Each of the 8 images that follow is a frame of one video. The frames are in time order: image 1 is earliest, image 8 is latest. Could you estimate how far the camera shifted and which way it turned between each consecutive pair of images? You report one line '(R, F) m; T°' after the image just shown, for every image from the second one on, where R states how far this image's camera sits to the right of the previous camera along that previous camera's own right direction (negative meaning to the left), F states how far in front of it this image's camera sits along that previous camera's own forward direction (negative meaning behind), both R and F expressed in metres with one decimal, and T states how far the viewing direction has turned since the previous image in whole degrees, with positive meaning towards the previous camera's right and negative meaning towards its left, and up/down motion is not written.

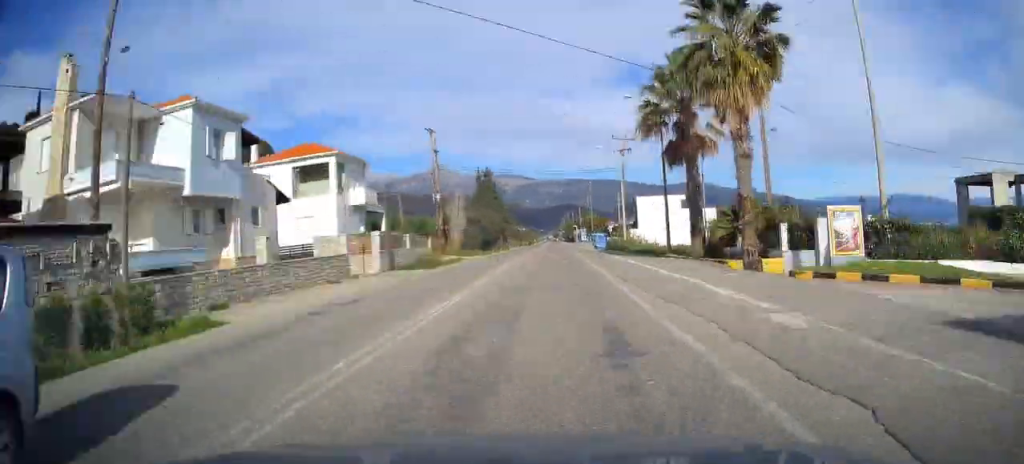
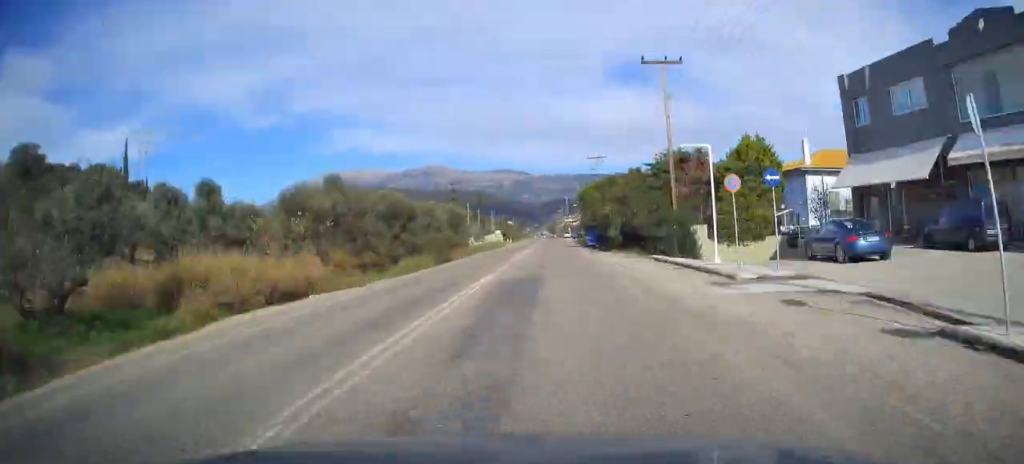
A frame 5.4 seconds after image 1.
(-0.1, +130.6) m; 0°
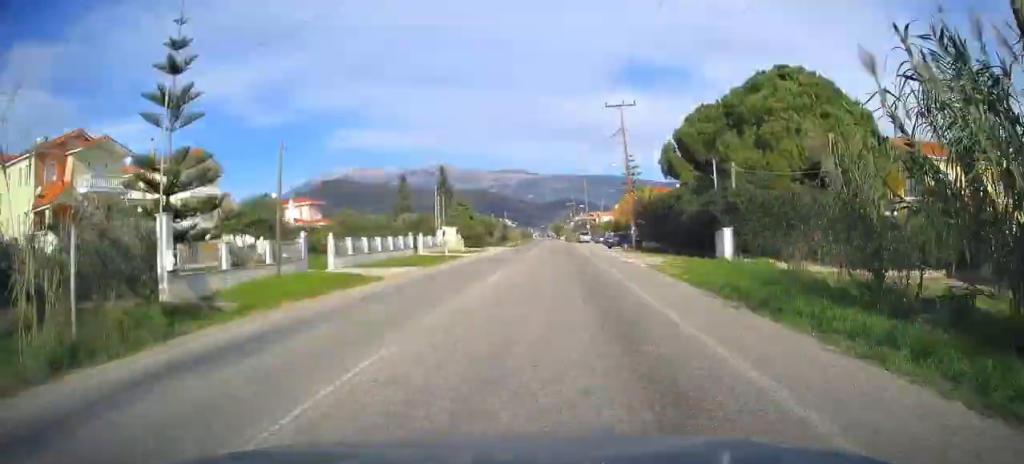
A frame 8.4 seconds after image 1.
(0.0, +72.5) m; 0°
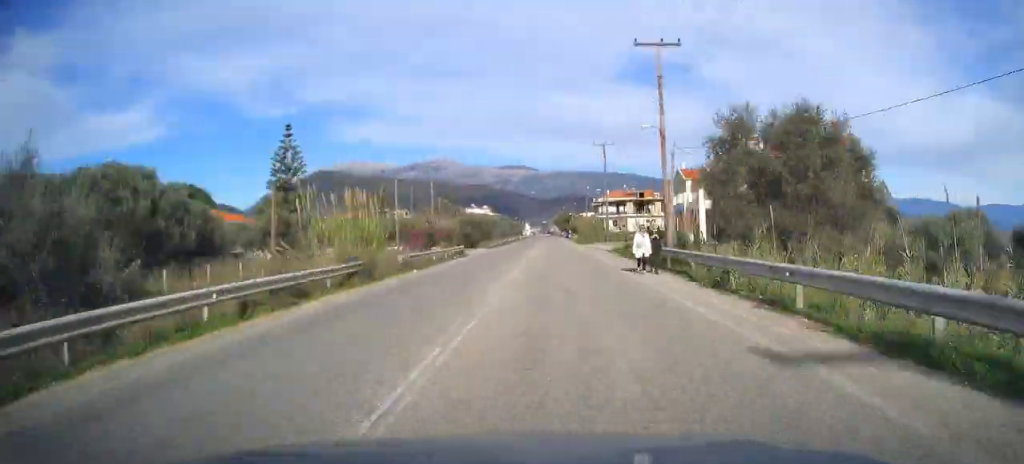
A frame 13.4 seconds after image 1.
(-0.4, +121.3) m; 0°
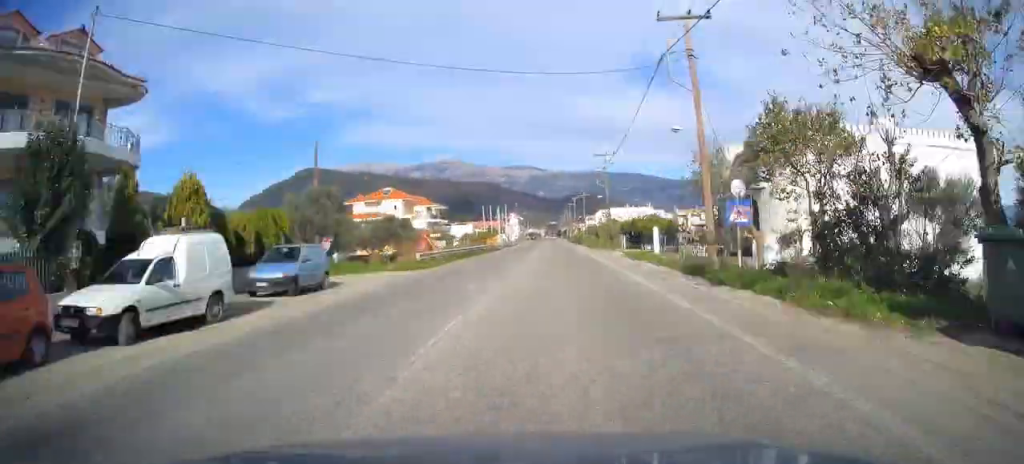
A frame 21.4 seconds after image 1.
(-1.1, +193.5) m; 0°
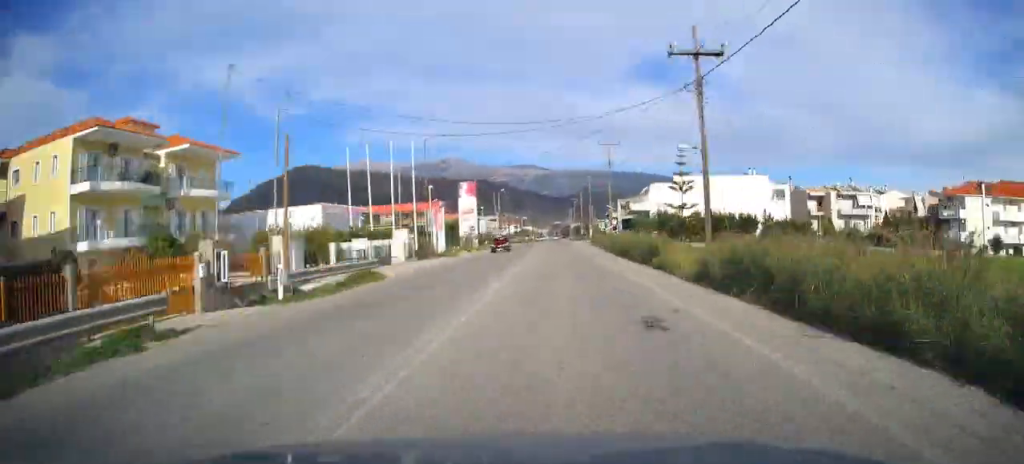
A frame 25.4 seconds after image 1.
(-0.3, +96.8) m; 0°
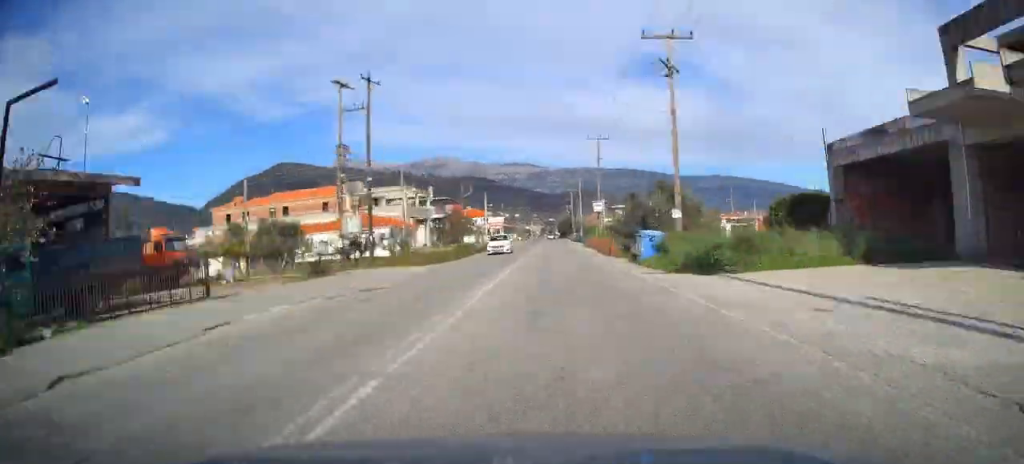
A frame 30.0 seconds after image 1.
(+0.6, +107.8) m; 0°
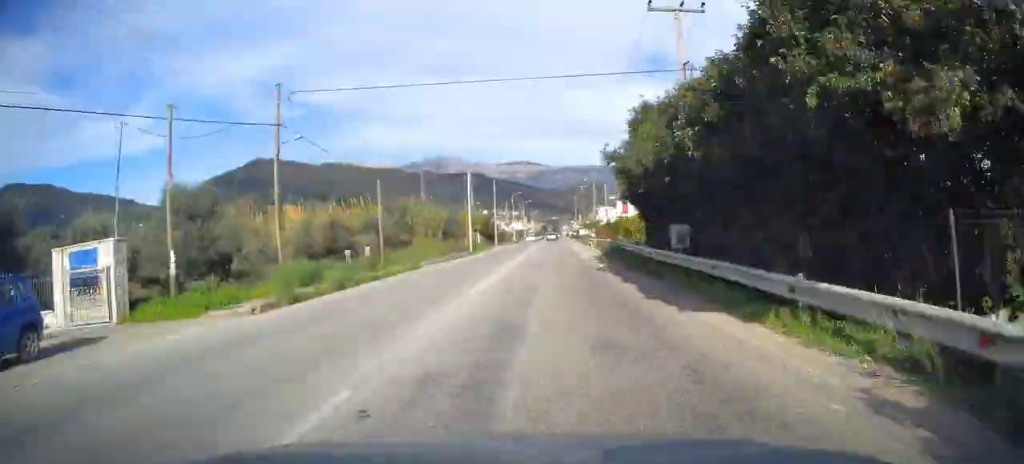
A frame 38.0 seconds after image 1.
(-1.2, +181.5) m; 0°
